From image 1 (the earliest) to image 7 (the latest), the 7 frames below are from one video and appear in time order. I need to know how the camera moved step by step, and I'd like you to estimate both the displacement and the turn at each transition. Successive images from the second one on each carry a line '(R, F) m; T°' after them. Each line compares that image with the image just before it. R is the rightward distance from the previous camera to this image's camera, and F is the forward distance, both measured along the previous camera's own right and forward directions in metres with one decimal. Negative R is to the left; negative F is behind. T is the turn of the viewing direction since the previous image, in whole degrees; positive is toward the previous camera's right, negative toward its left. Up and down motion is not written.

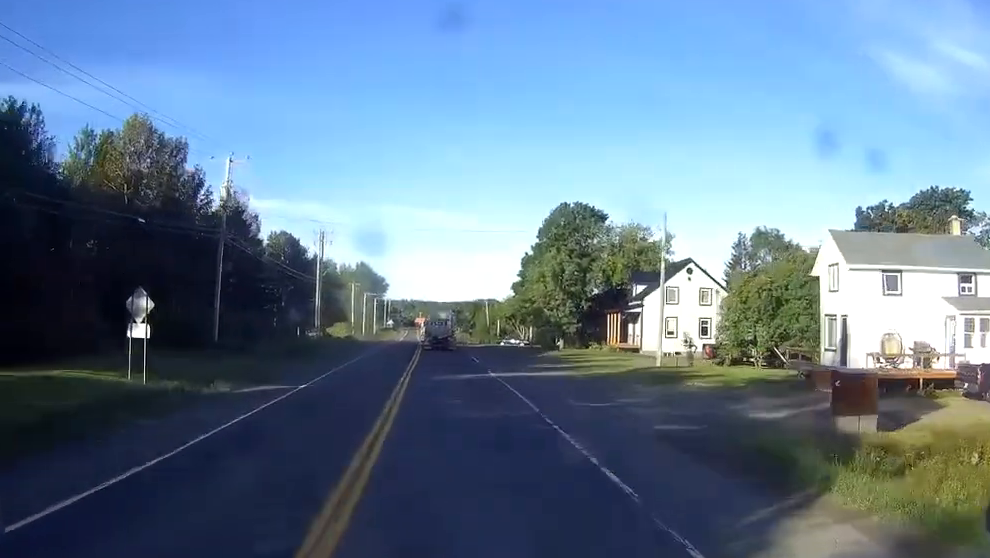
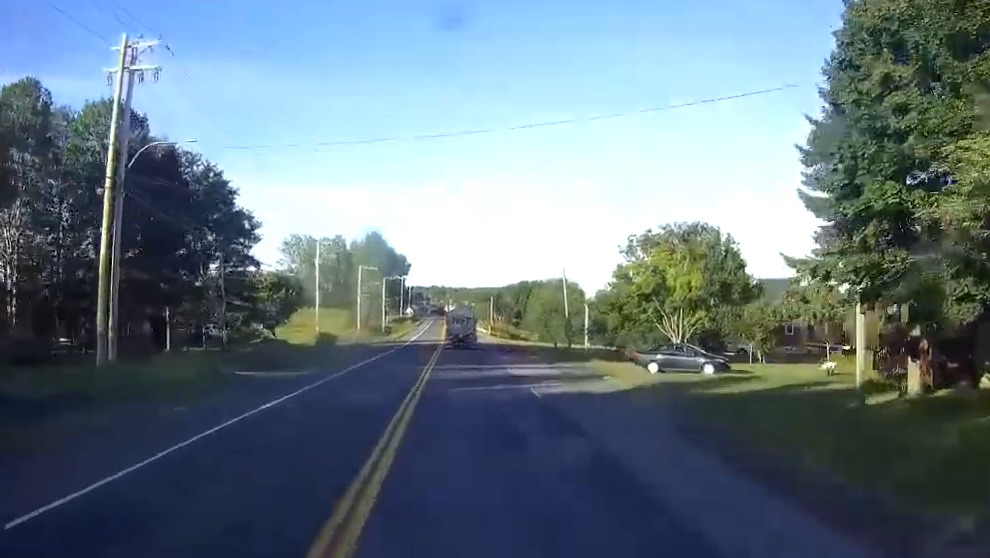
(-2.8, +68.8) m; -4°
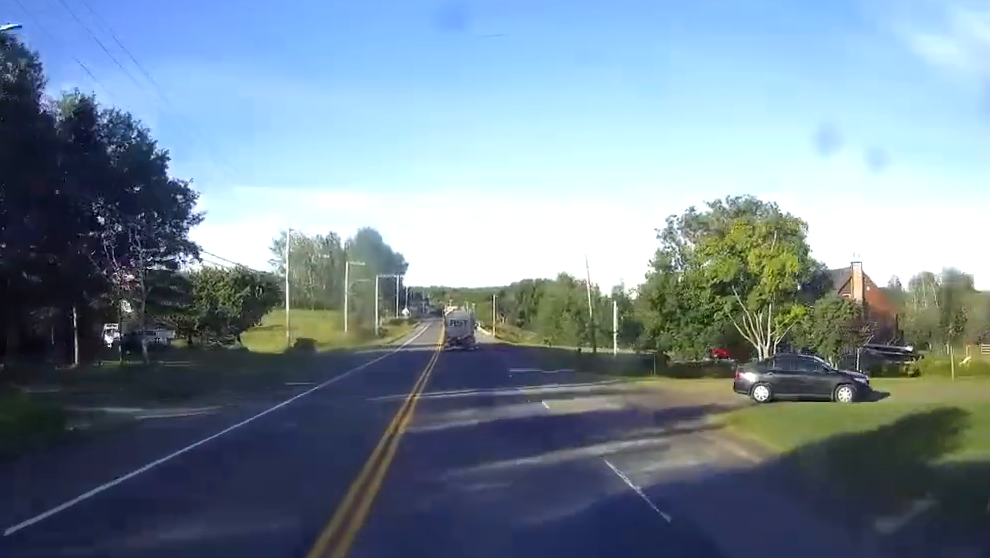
(-0.1, +14.5) m; 0°
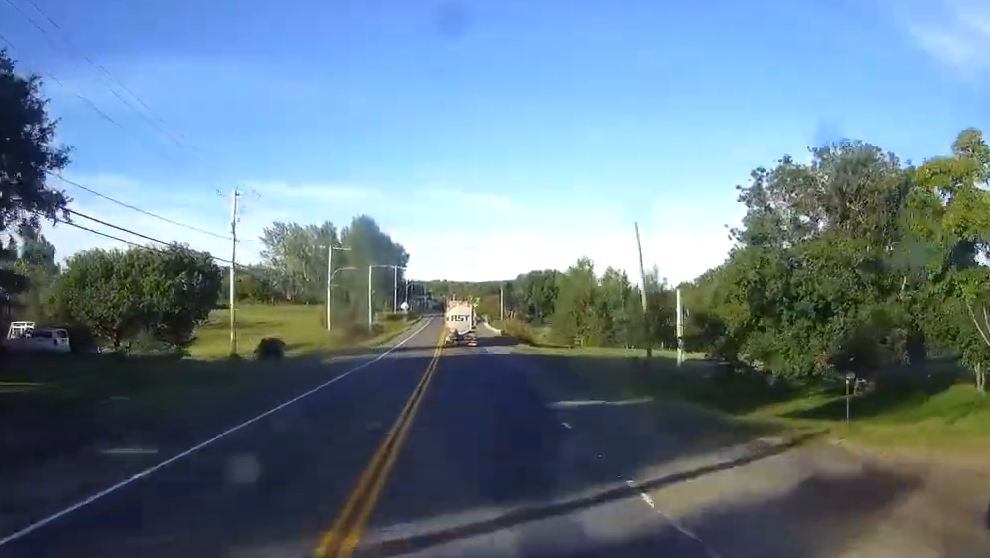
(+0.1, +17.9) m; 0°
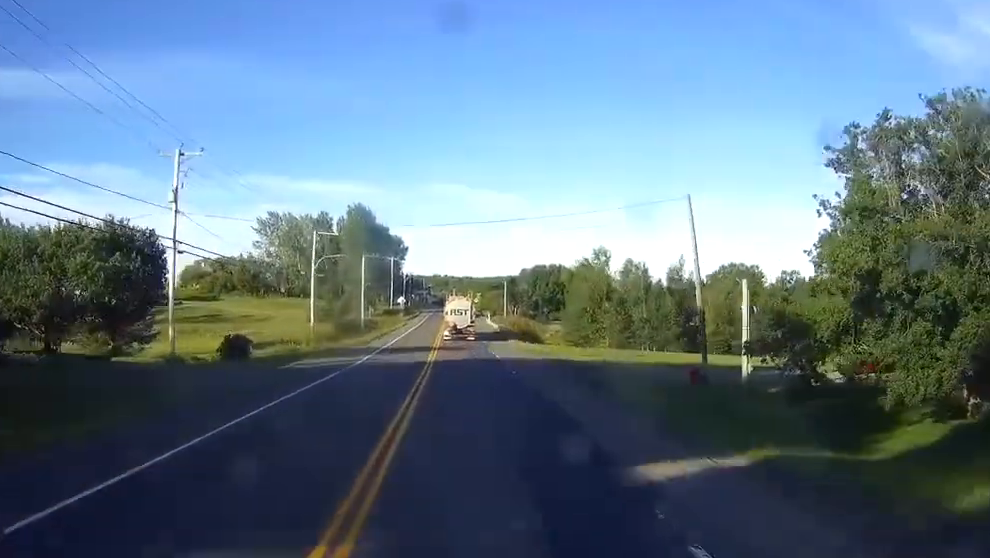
(+0.1, +11.1) m; 0°
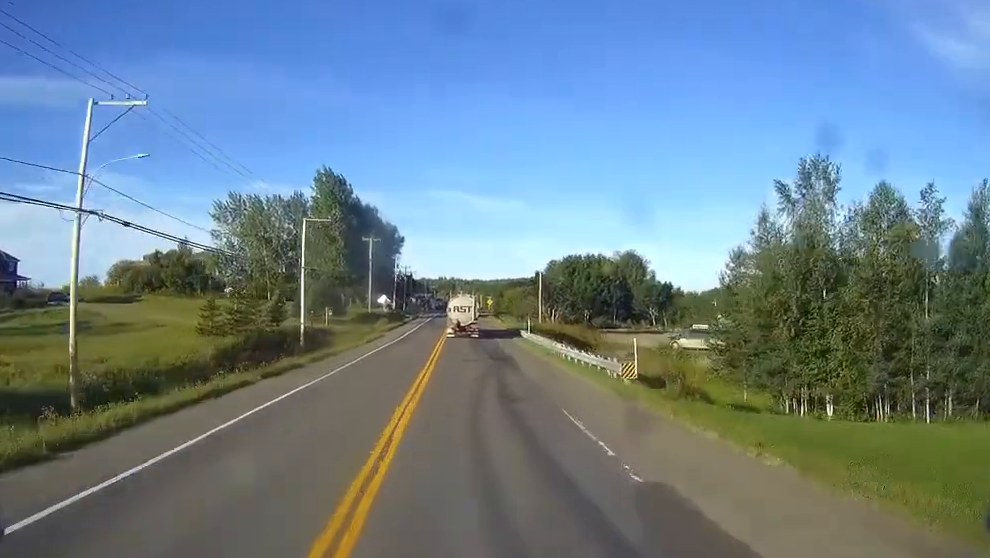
(-0.3, +54.6) m; -1°
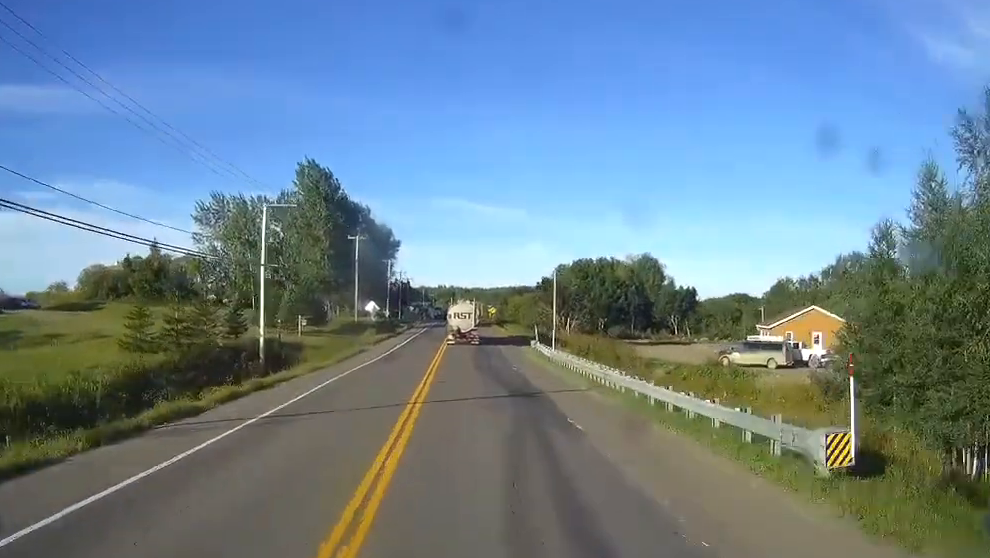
(-0.1, +15.4) m; 0°
